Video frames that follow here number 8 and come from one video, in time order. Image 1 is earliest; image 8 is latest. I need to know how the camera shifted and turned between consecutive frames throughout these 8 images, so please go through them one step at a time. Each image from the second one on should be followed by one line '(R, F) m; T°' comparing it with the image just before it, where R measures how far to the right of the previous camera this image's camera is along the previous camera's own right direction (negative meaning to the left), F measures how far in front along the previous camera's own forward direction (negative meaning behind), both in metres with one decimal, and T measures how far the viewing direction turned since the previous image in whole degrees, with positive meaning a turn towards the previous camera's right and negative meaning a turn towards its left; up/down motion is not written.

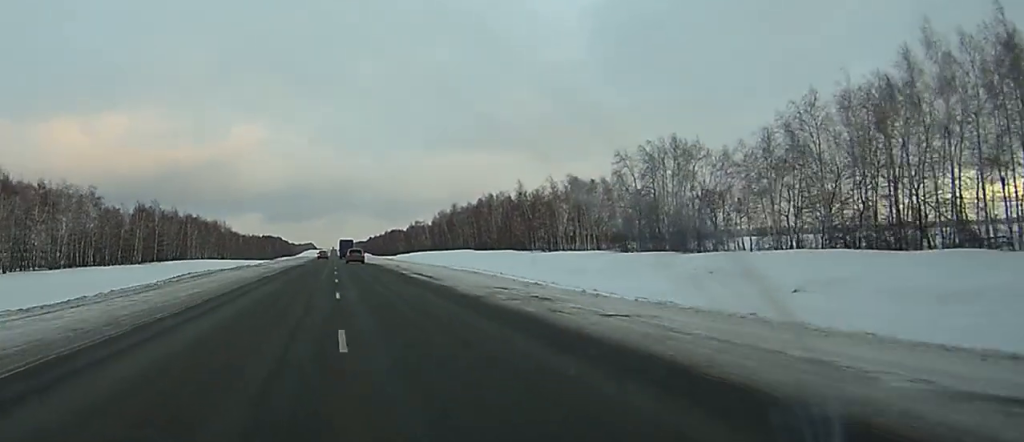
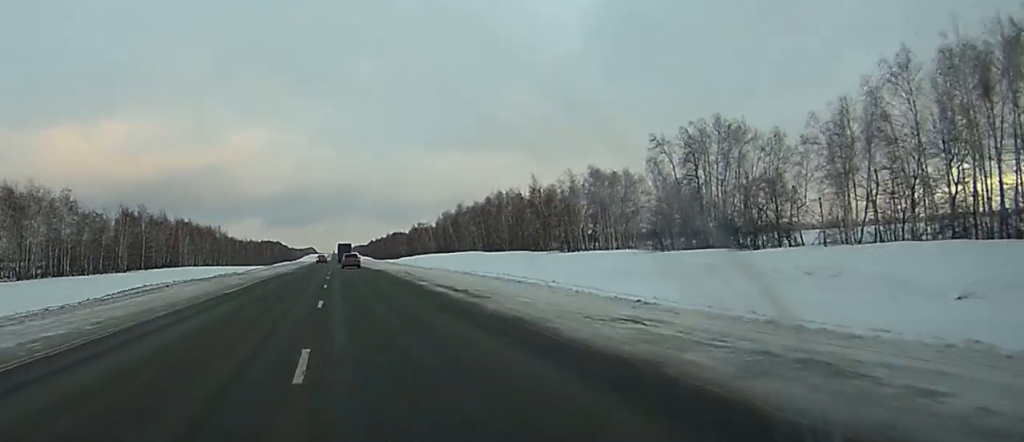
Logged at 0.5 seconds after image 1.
(+0.1, +14.8) m; +1°
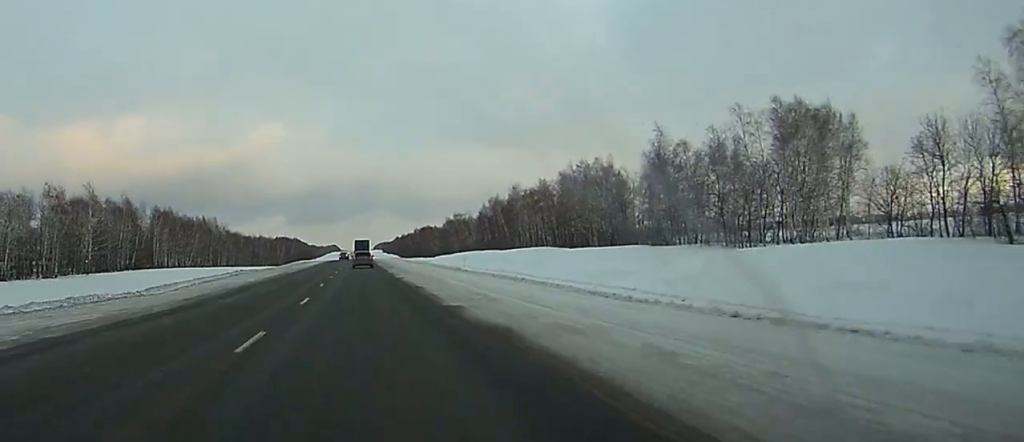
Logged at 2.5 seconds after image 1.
(+0.5, +58.6) m; 0°
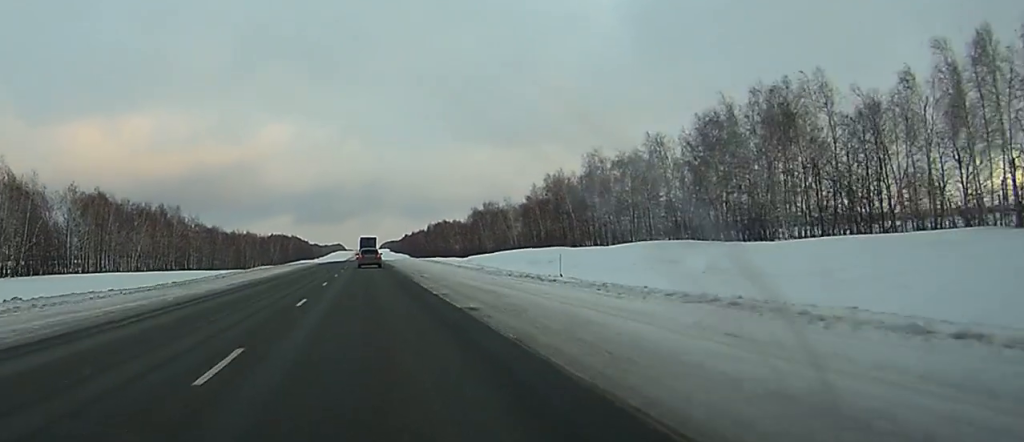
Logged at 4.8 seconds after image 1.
(-0.9, +63.7) m; -1°
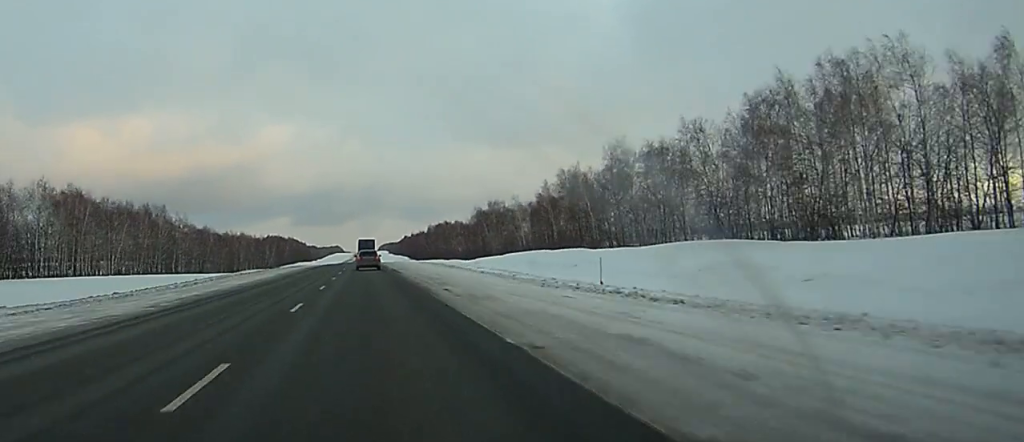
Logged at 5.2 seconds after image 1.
(0.0, +13.3) m; 0°
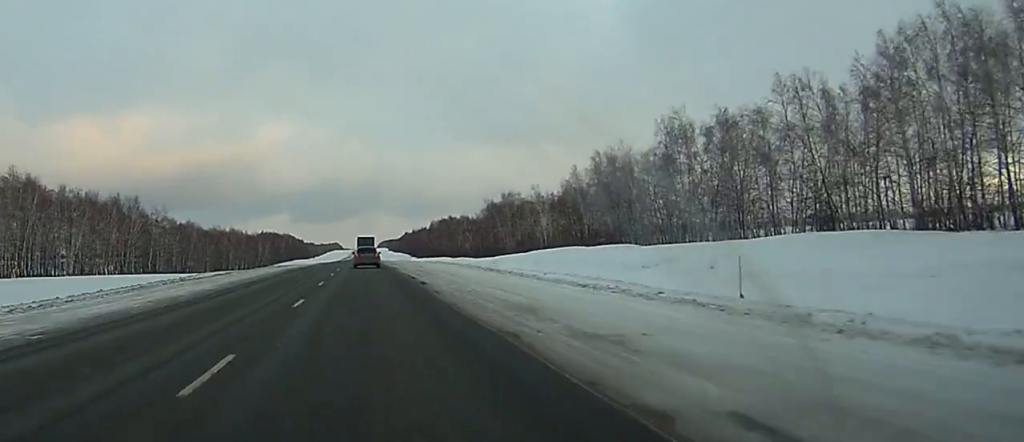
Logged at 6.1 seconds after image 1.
(0.0, +23.6) m; 0°
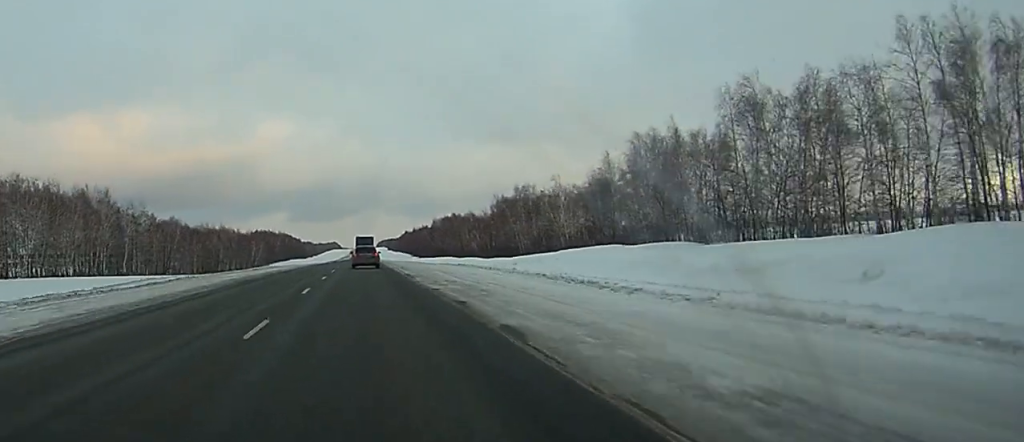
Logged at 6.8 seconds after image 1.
(0.0, +19.7) m; 0°
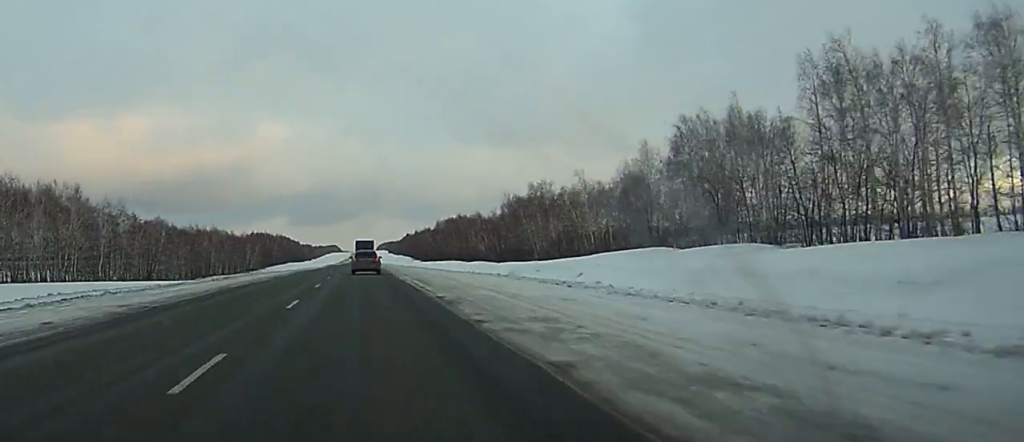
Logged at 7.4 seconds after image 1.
(-0.1, +16.7) m; 0°
